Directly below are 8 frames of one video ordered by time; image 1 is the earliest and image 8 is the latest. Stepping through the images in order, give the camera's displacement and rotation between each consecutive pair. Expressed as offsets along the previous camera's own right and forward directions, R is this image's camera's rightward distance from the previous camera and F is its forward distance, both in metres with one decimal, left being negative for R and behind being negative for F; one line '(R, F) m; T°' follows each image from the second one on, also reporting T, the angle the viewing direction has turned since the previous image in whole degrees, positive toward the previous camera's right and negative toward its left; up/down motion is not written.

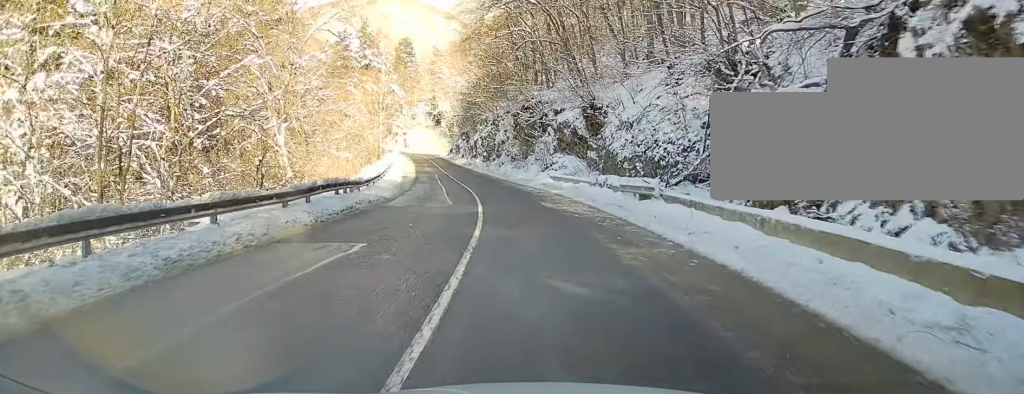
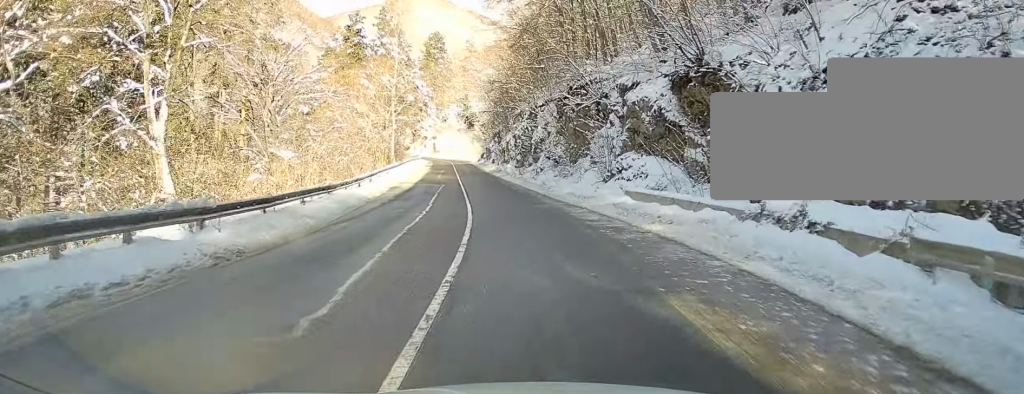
(-0.7, +17.1) m; -4°
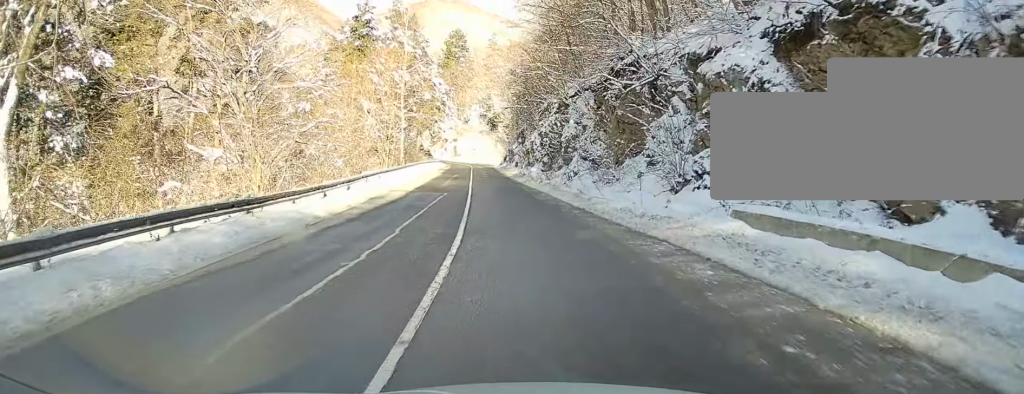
(-0.2, +9.2) m; -1°
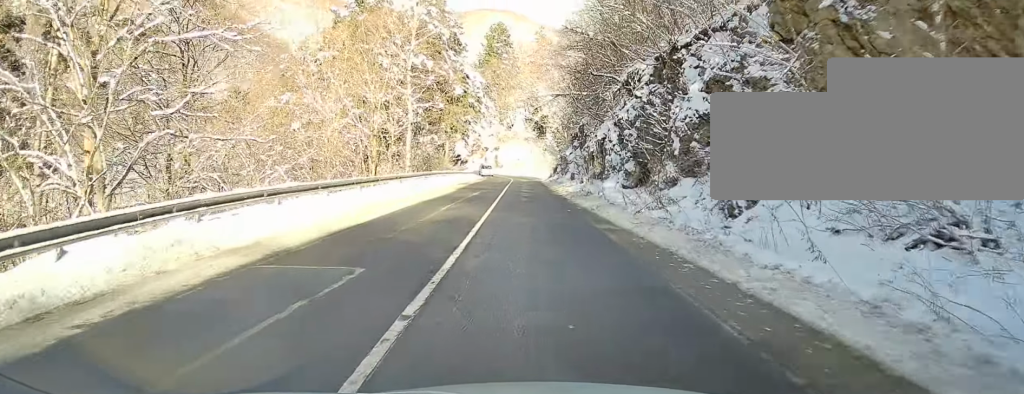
(-0.2, +20.2) m; -2°
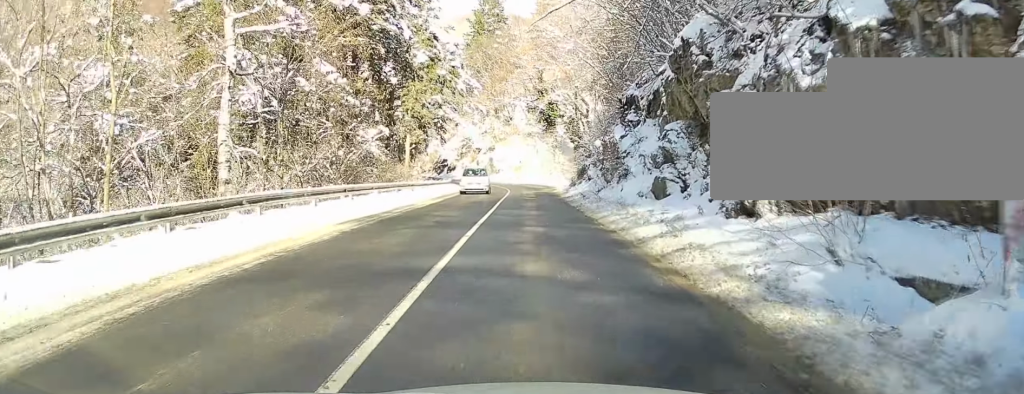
(-0.6, +29.5) m; -1°
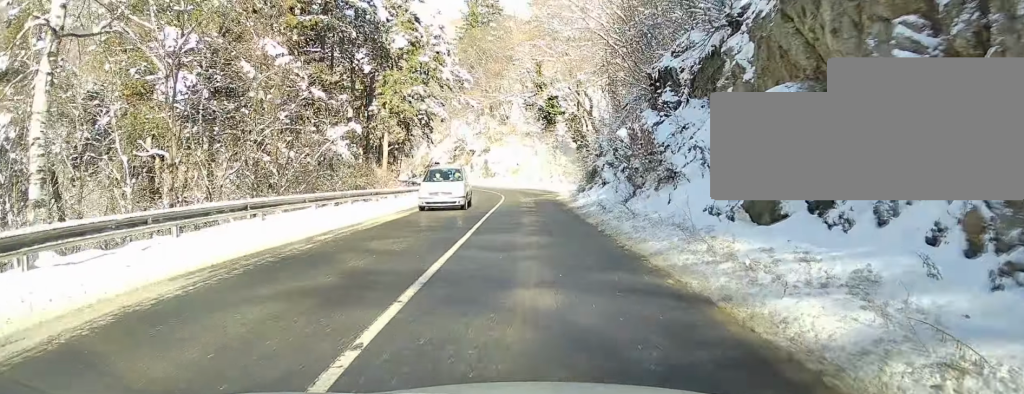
(+0.1, +7.6) m; 0°
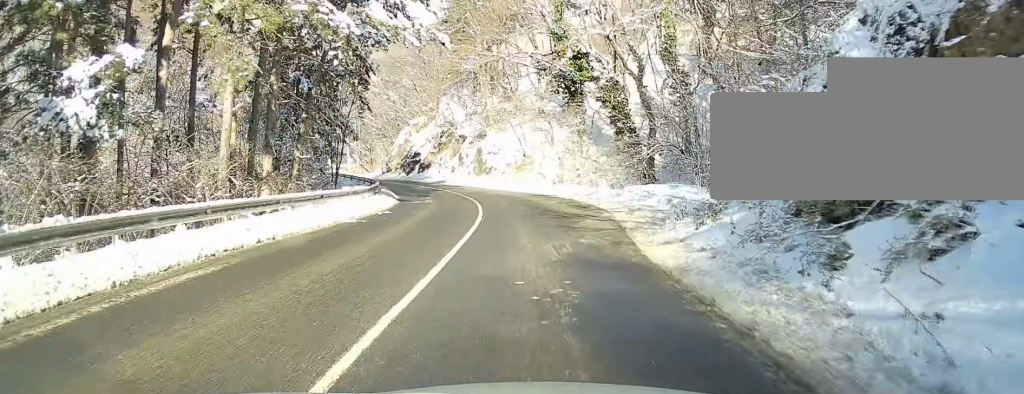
(0.0, +25.9) m; -3°
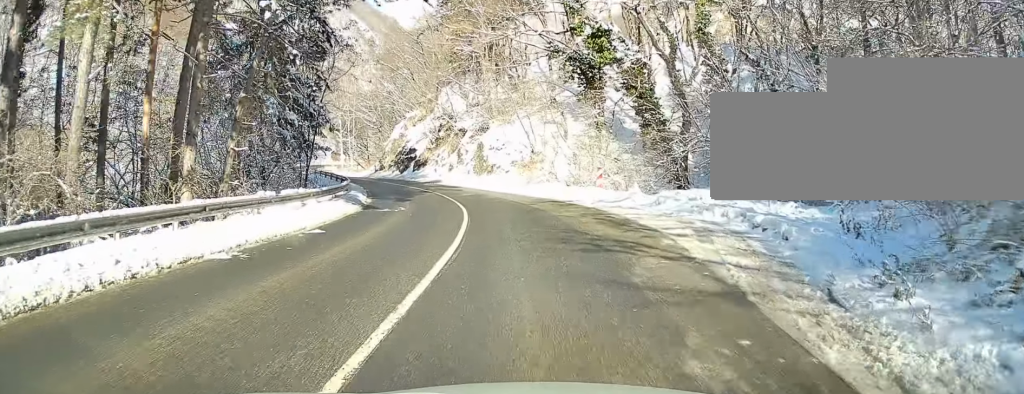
(-0.3, +7.9) m; -2°
